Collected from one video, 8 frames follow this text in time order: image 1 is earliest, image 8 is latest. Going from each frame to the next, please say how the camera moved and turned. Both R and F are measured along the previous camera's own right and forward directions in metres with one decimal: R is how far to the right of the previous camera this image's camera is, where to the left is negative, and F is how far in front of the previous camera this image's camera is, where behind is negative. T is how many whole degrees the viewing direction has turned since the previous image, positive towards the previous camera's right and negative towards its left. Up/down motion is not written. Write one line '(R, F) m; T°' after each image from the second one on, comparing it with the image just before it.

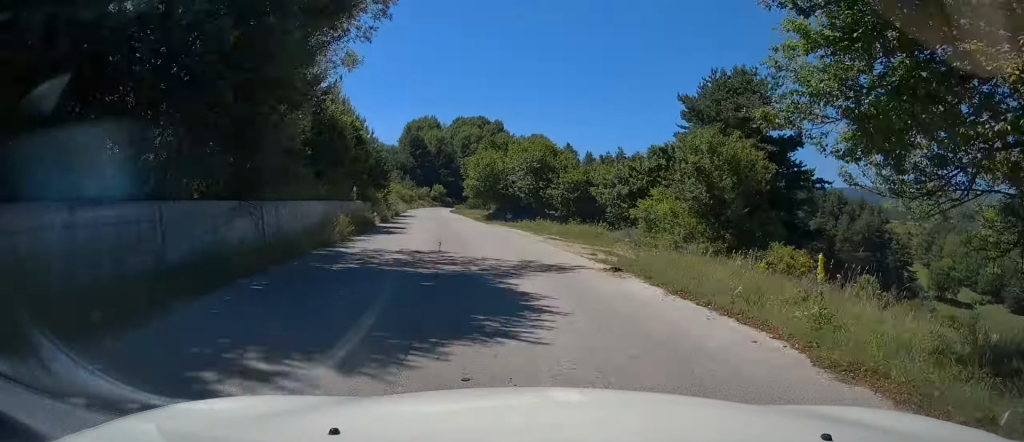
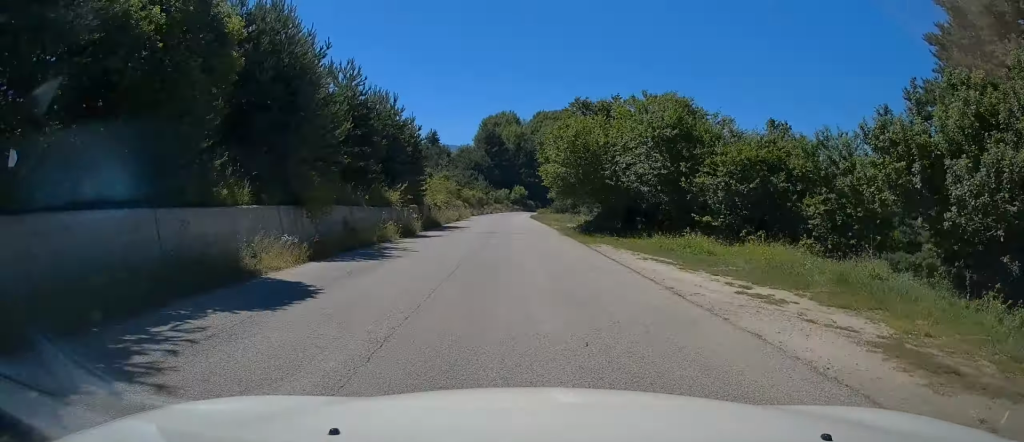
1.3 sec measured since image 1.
(-0.9, +20.8) m; -5°
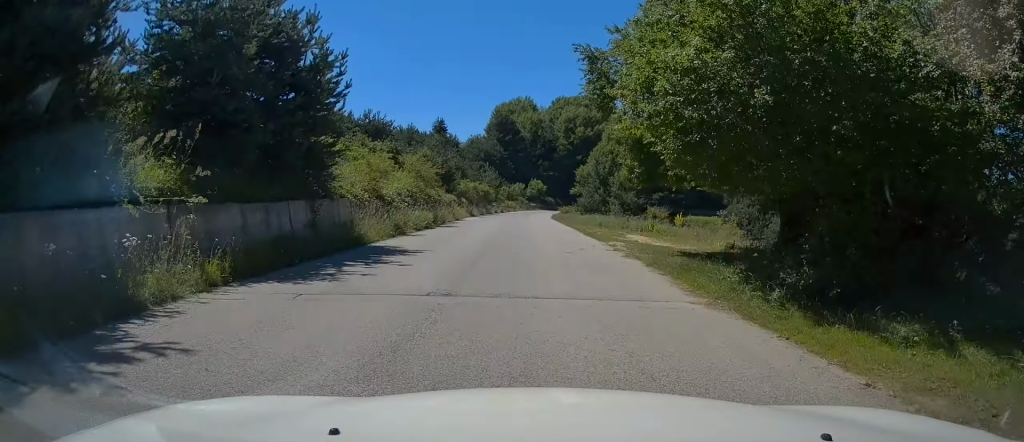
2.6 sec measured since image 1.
(-0.8, +20.2) m; -2°
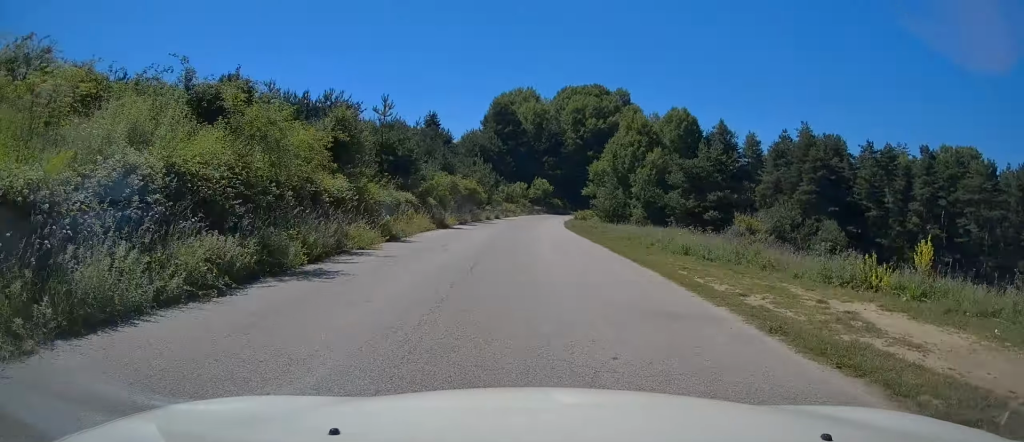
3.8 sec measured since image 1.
(0.0, +18.5) m; 0°
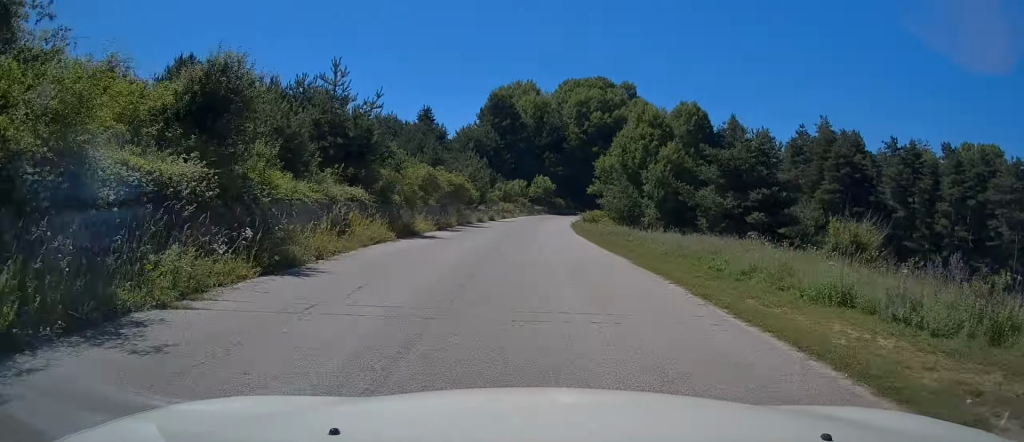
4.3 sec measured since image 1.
(0.0, +8.9) m; 0°
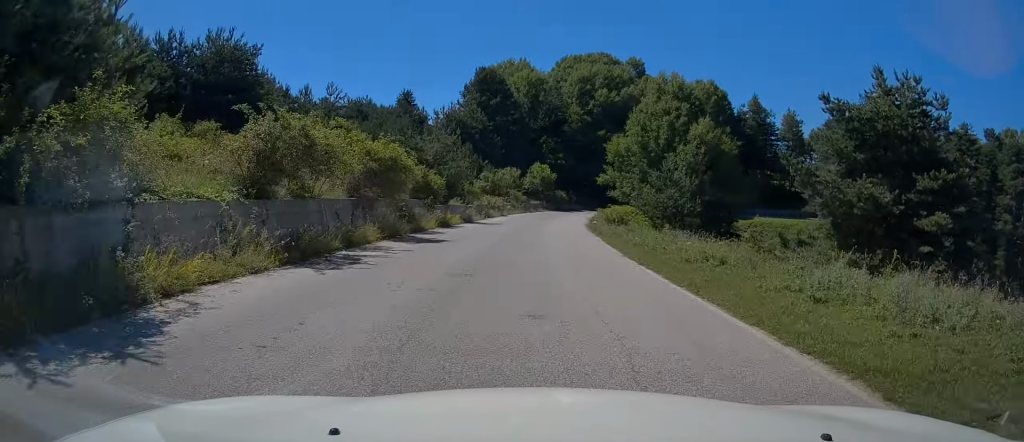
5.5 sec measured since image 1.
(-0.1, +17.1) m; 0°
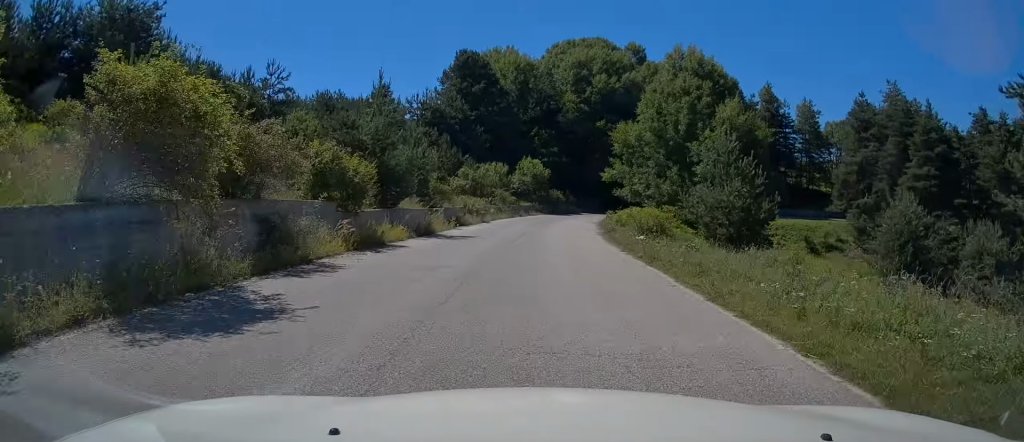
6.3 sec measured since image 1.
(+0.1, +11.6) m; +1°
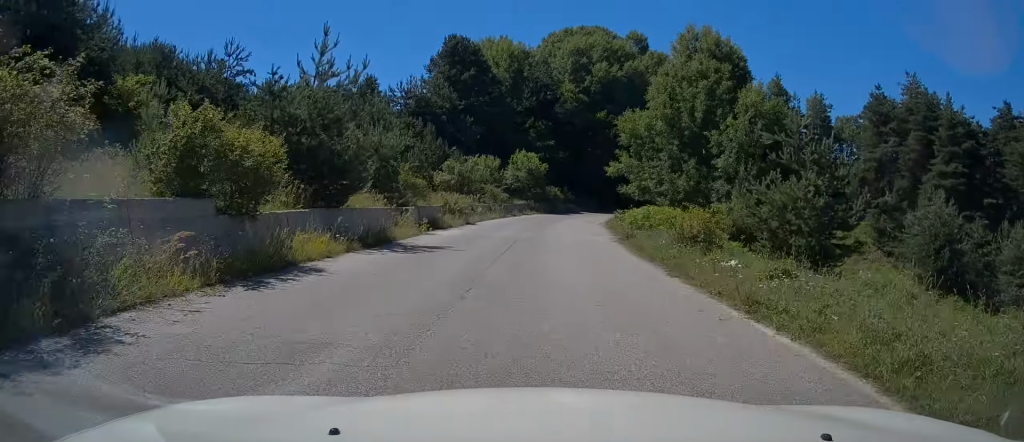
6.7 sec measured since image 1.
(+0.1, +6.2) m; +1°
